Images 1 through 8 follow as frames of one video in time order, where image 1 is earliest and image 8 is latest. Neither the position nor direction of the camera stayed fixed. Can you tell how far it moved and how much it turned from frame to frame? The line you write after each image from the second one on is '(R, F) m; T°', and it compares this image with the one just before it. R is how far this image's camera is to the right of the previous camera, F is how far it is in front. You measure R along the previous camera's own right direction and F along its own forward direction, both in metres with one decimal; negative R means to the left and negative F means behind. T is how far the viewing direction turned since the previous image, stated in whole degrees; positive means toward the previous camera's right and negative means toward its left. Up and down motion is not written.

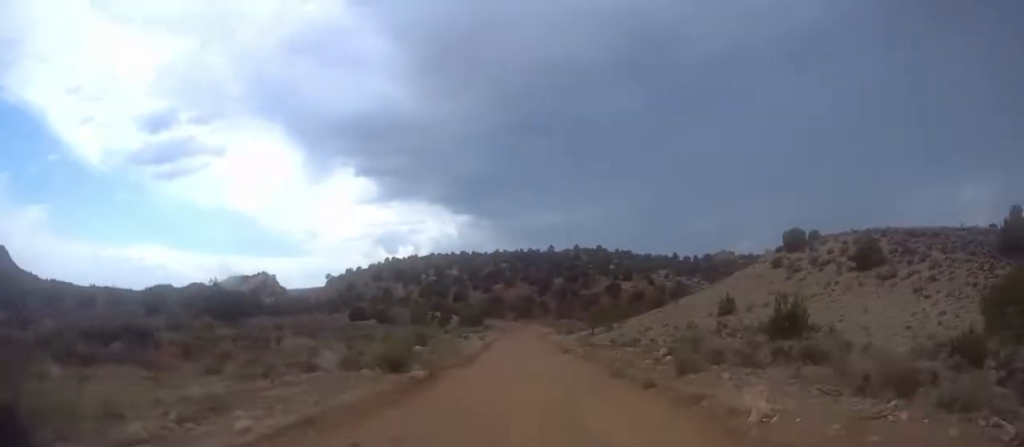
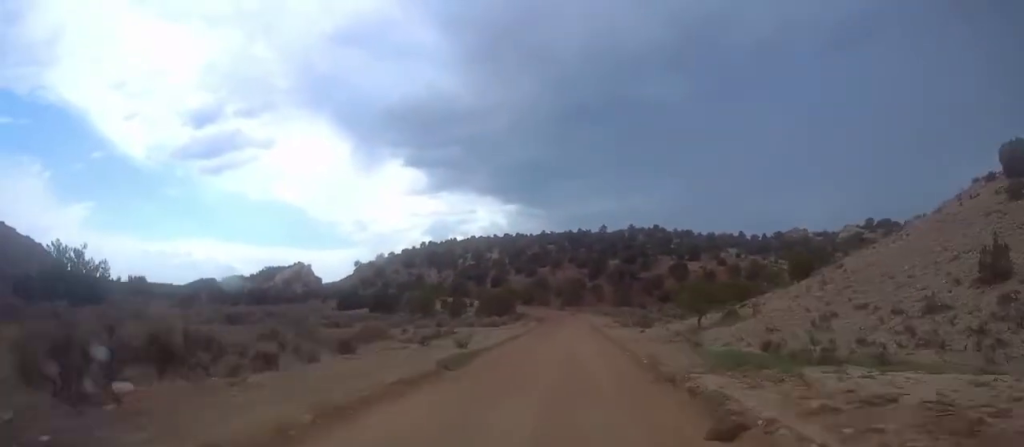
(-2.5, +42.4) m; -1°
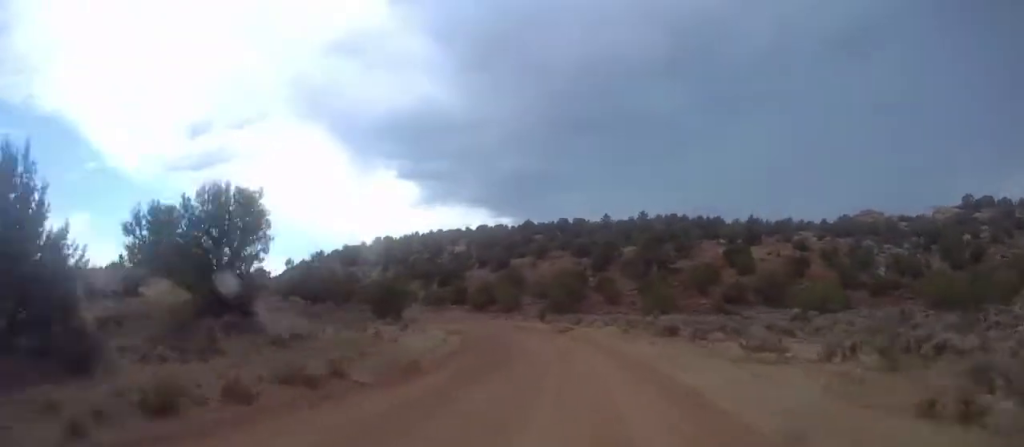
(-5.7, +82.9) m; -15°
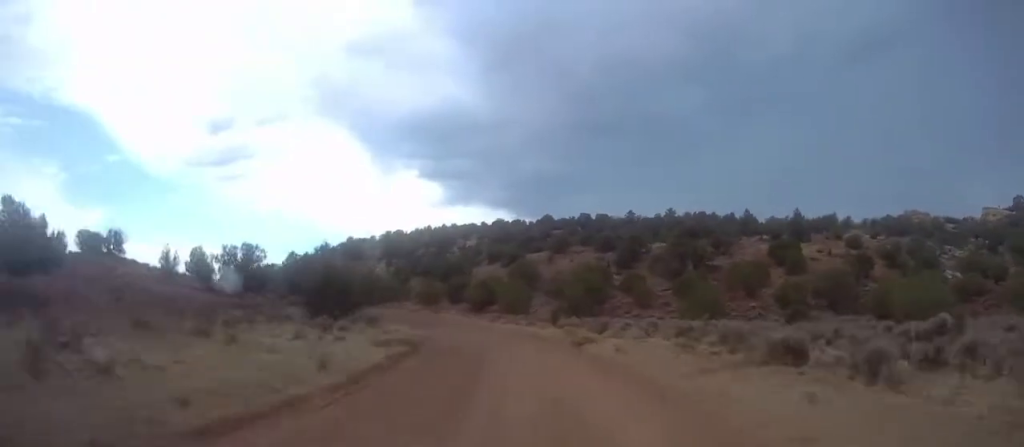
(-0.9, +17.5) m; -3°
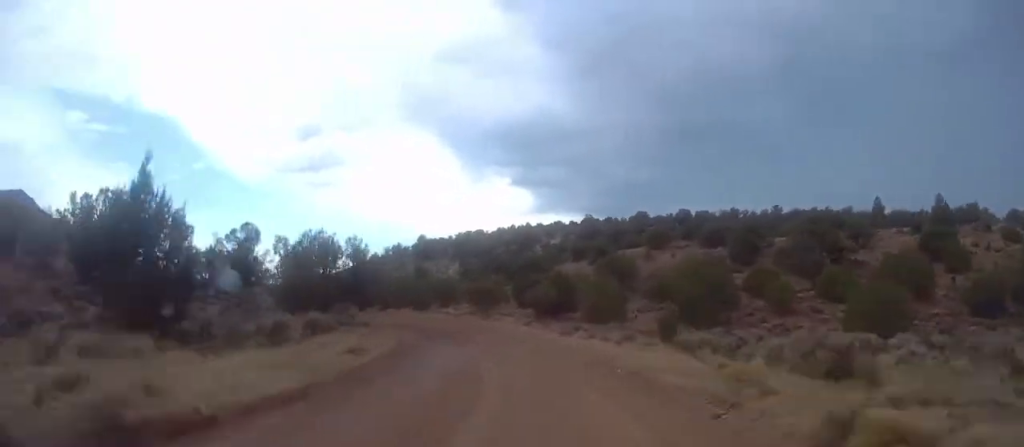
(-1.3, +23.8) m; -3°
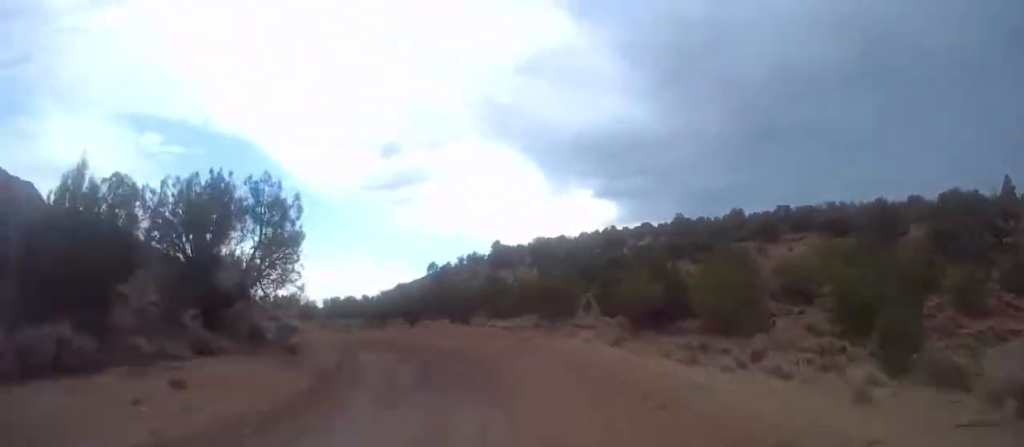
(-0.2, +17.8) m; -7°
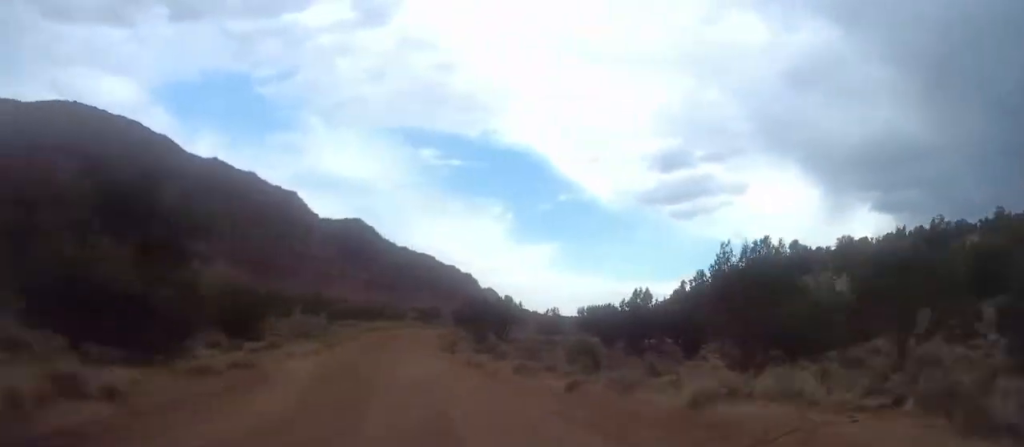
(-1.7, +31.5) m; -18°
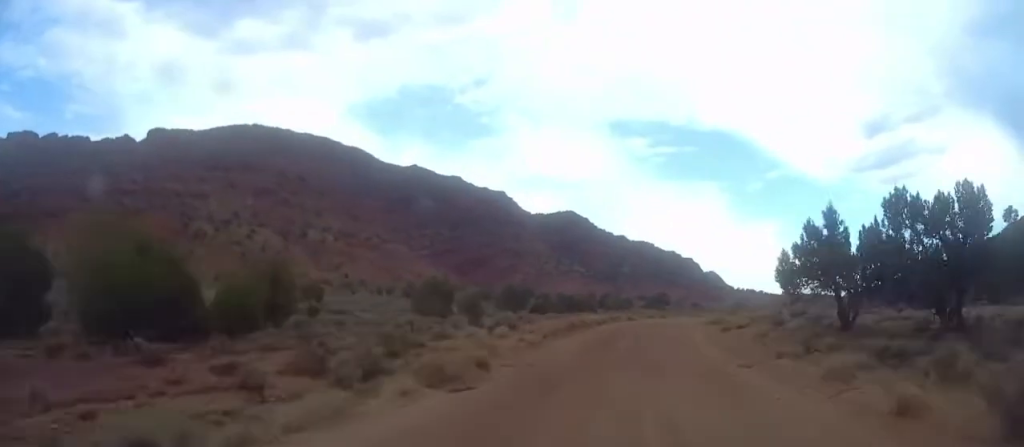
(-13.2, +46.5) m; -14°
